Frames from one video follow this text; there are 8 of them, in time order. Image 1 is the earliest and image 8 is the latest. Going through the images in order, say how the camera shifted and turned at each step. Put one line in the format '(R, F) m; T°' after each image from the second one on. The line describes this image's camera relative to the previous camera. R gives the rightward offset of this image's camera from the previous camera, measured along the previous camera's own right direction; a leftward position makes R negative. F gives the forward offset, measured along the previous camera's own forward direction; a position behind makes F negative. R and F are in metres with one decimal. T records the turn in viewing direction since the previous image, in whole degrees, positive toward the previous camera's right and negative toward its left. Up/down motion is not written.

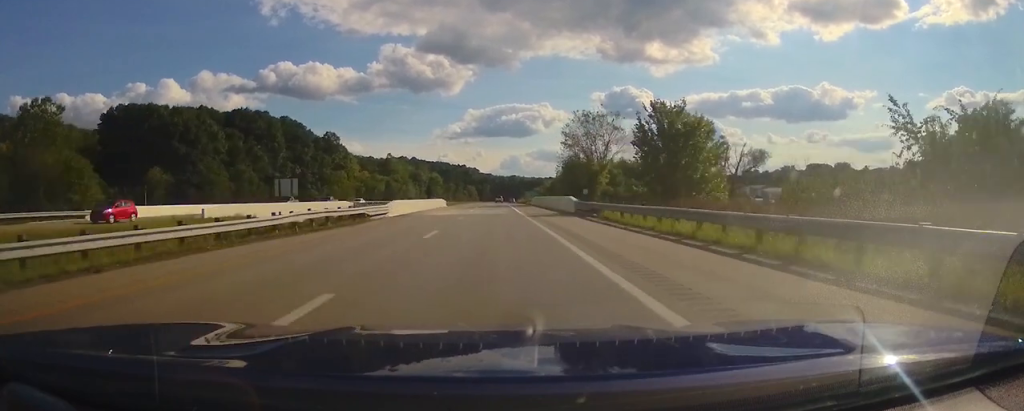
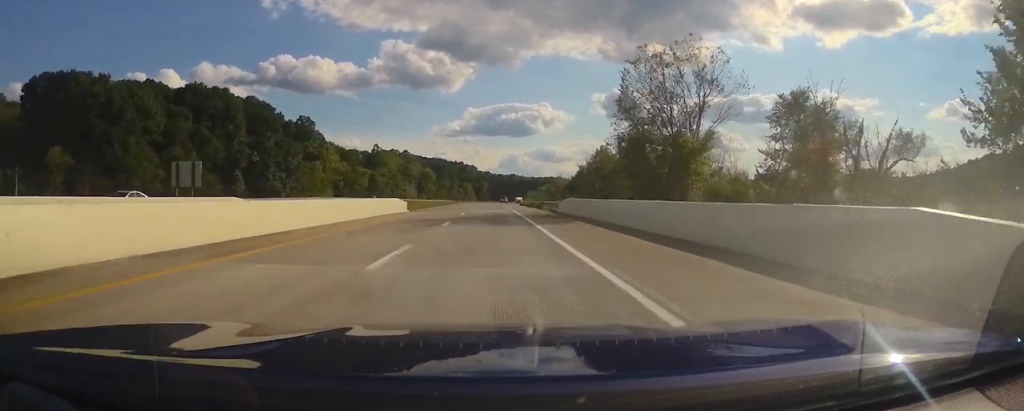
(-0.1, +35.6) m; 0°
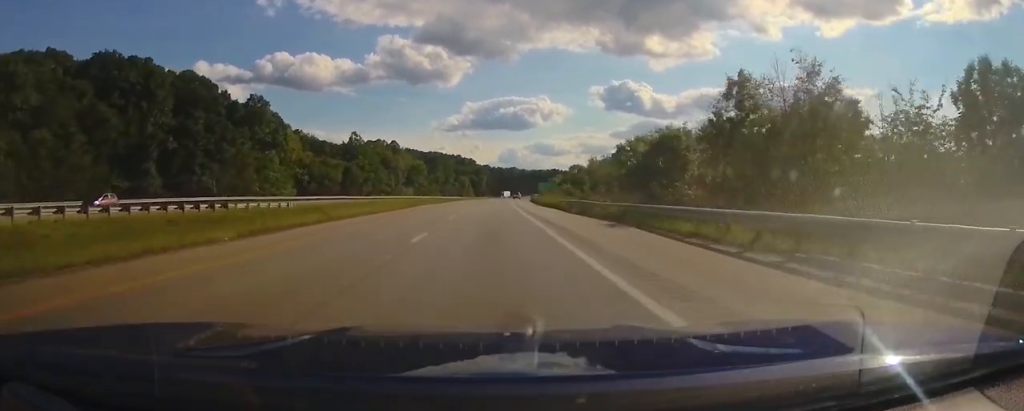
(+0.7, +45.7) m; +1°
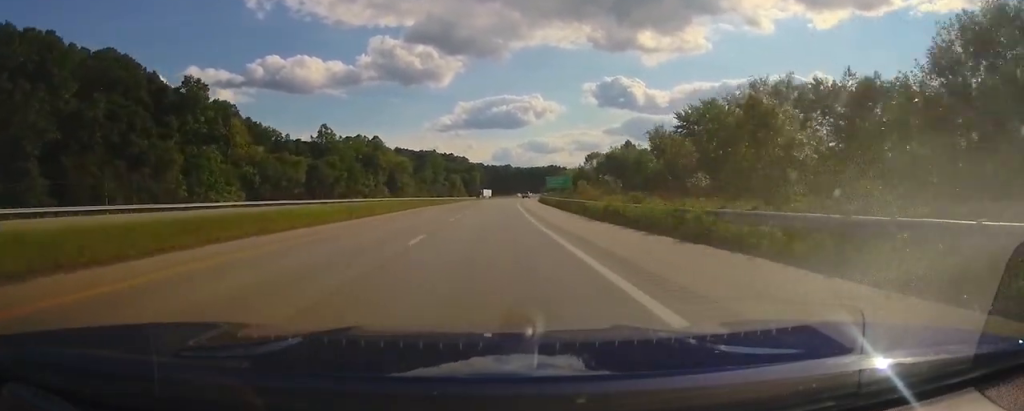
(-0.3, +37.0) m; 0°
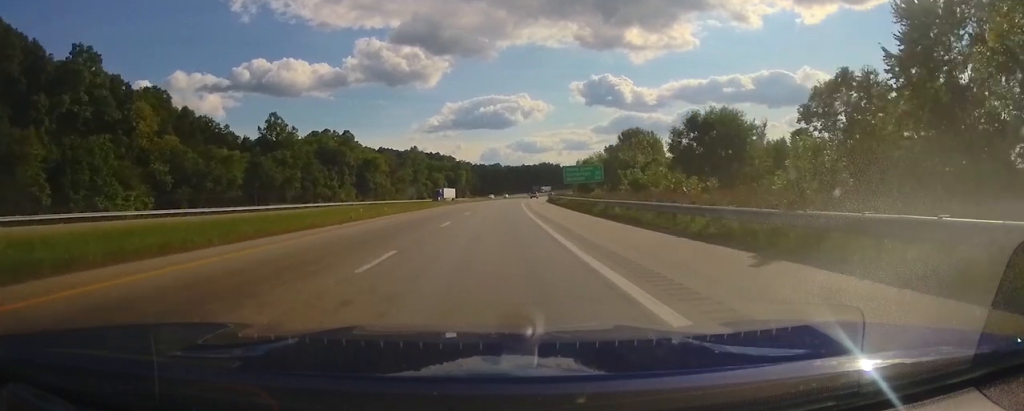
(+0.3, +41.4) m; +1°
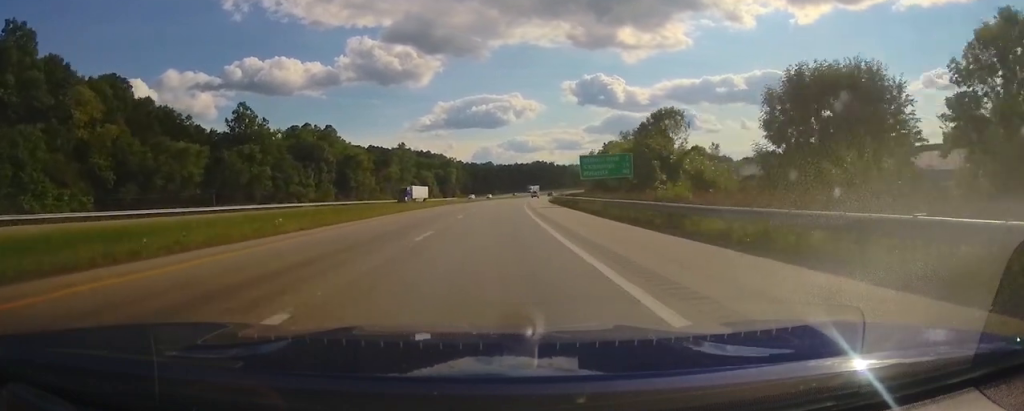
(+0.2, +18.6) m; +1°
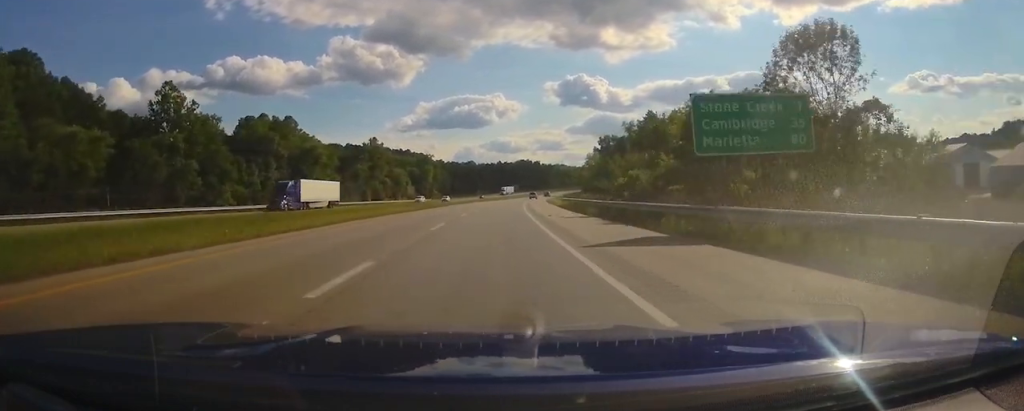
(+0.9, +32.8) m; +2°
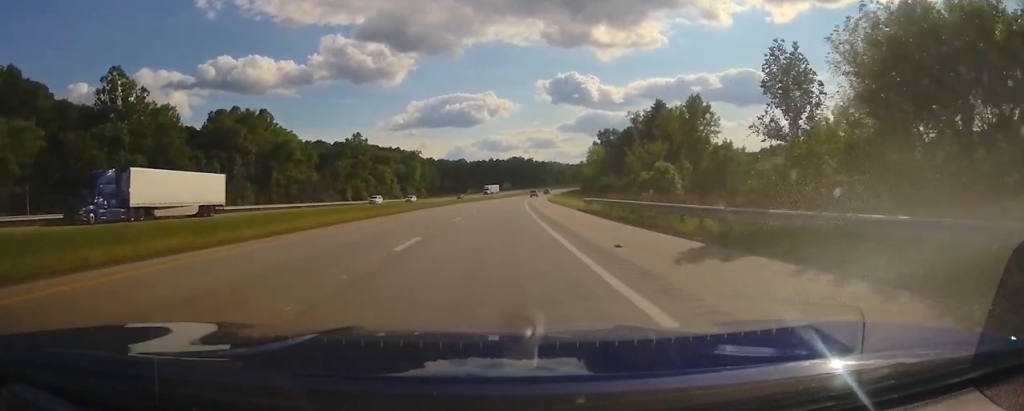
(+0.2, +18.6) m; +1°
